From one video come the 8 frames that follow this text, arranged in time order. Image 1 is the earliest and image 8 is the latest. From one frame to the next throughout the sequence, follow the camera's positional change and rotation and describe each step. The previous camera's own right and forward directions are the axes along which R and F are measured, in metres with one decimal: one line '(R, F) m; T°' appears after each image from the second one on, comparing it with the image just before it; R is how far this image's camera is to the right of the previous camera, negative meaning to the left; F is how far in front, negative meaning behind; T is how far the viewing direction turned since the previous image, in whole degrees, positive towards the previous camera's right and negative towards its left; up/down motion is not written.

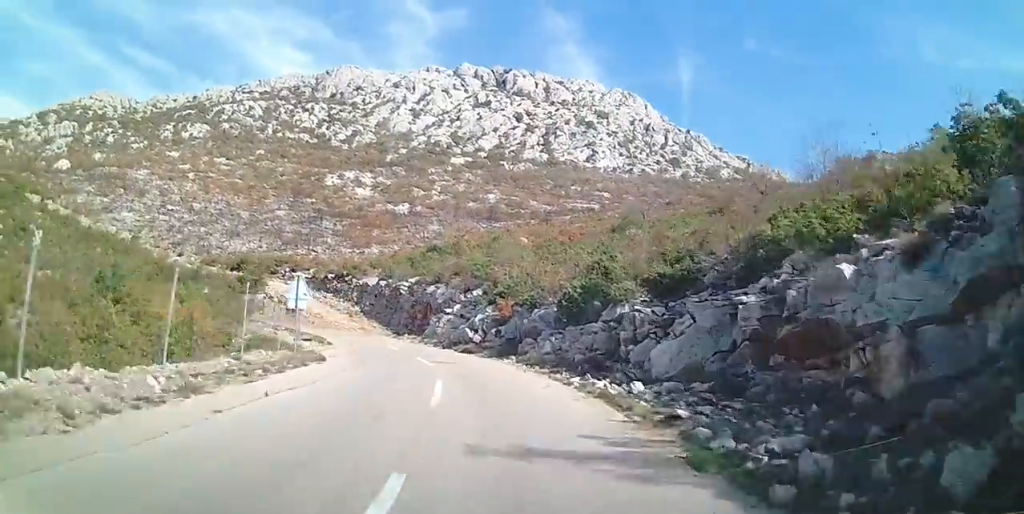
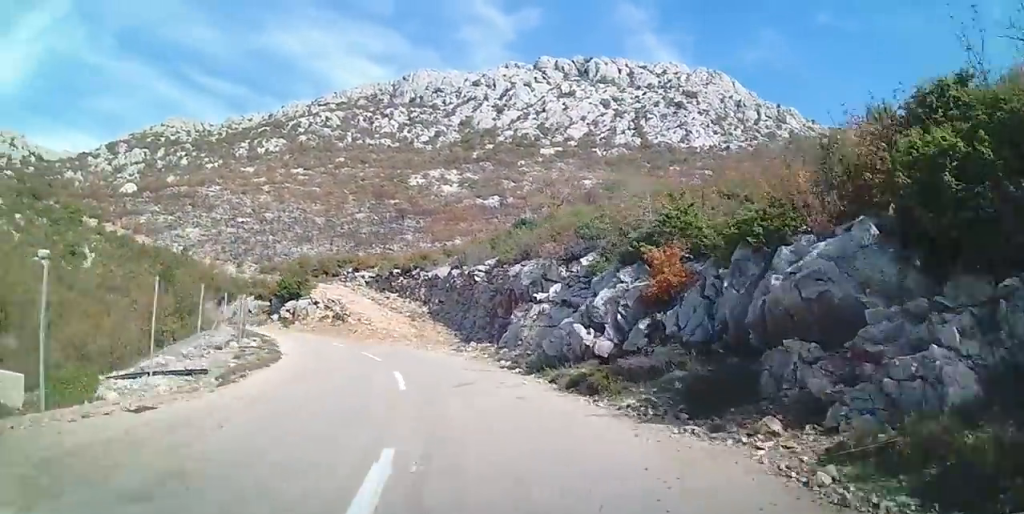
(-1.0, +17.7) m; -11°
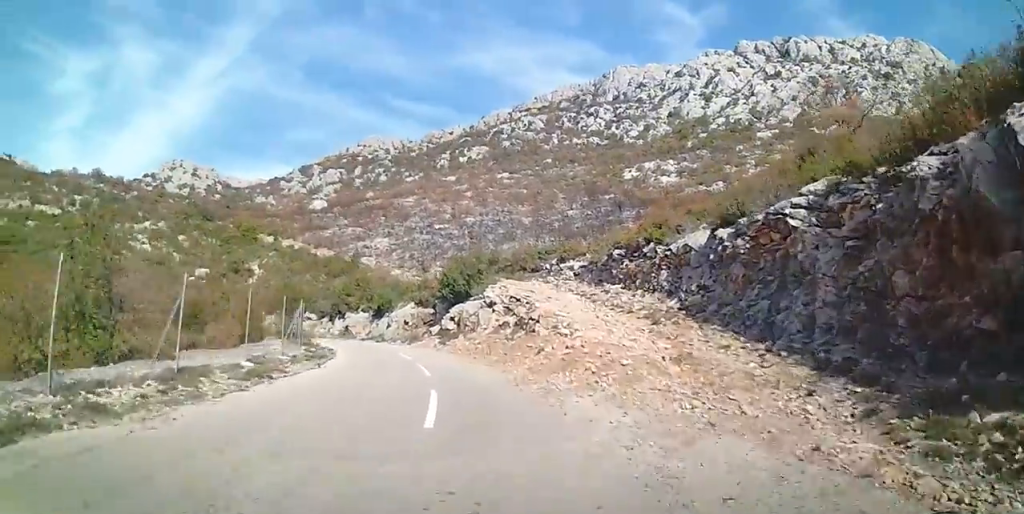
(-4.1, +21.5) m; -20°
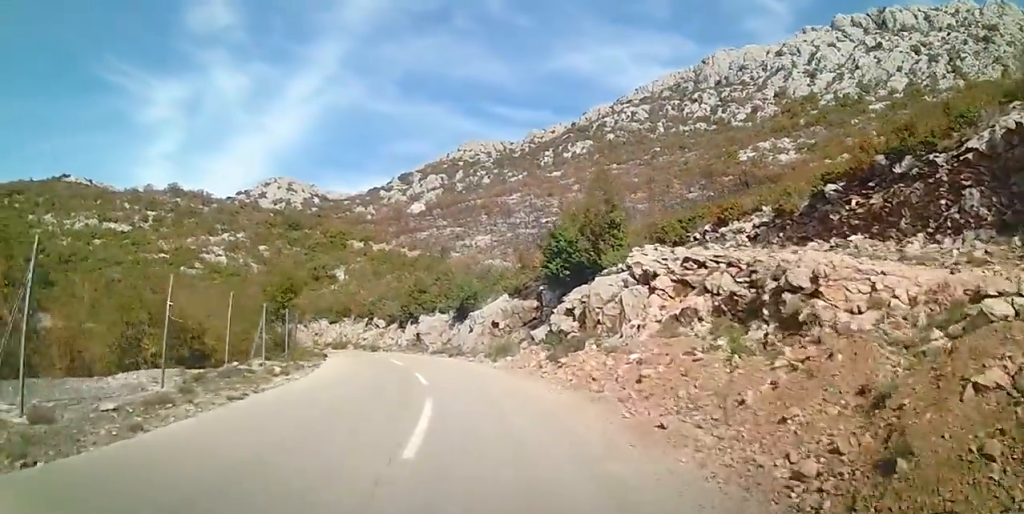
(-2.4, +18.2) m; -13°
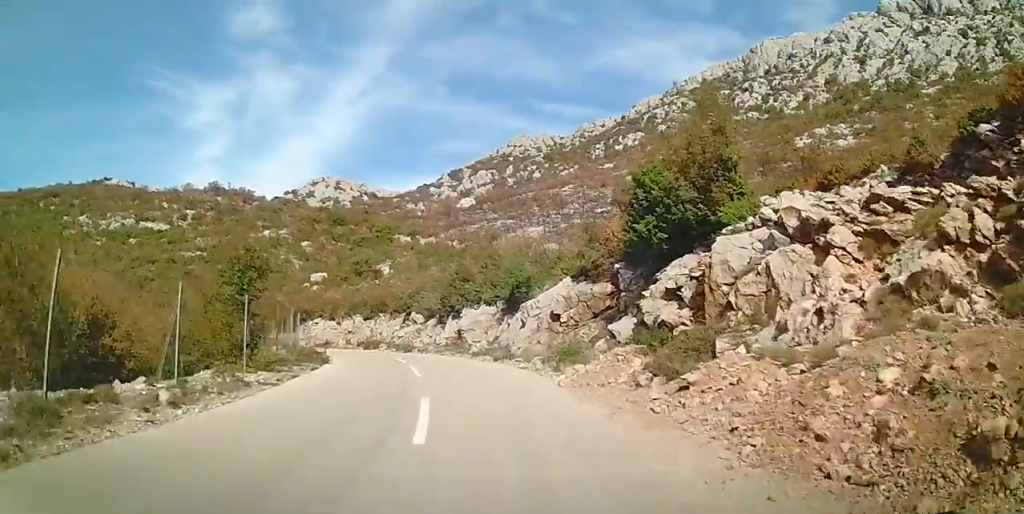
(-0.3, +7.8) m; -4°
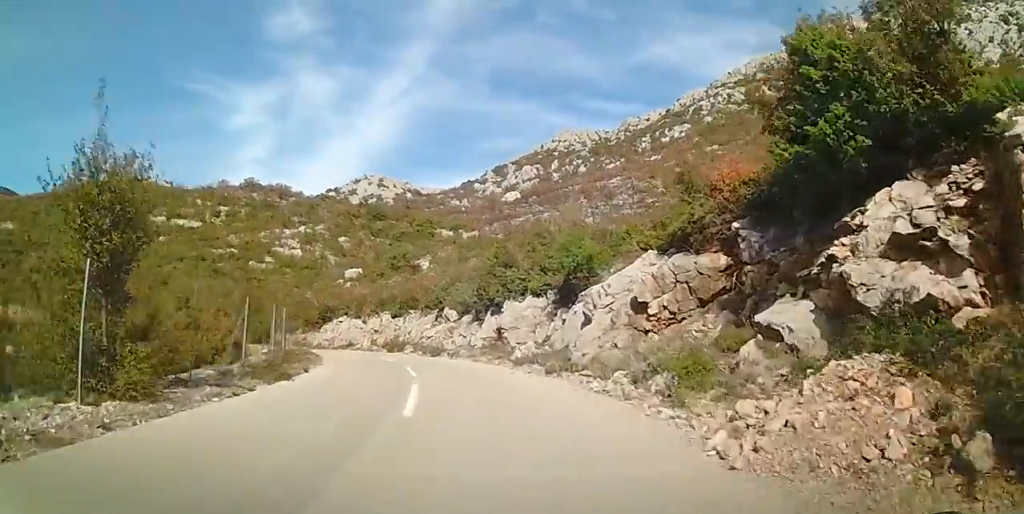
(-0.2, +7.8) m; -7°
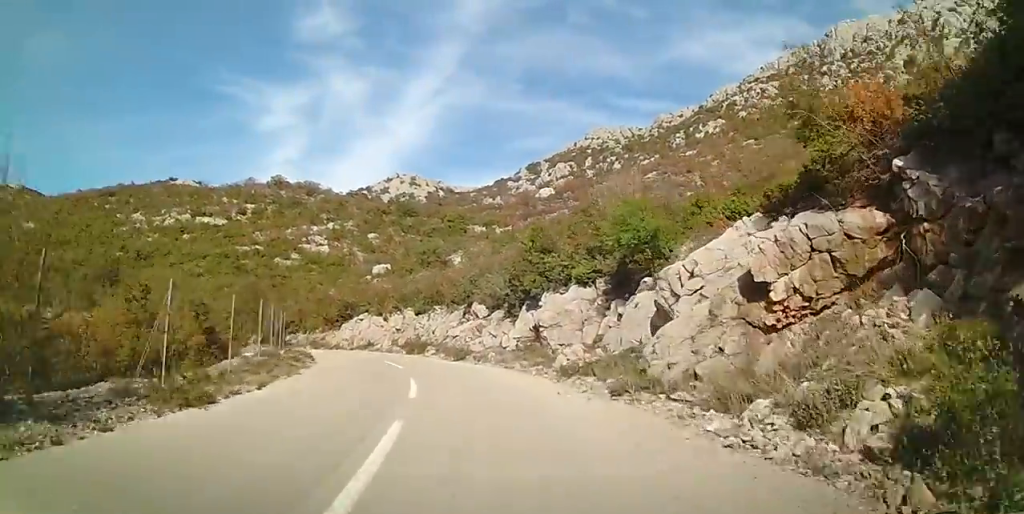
(+0.3, +5.4) m; -5°
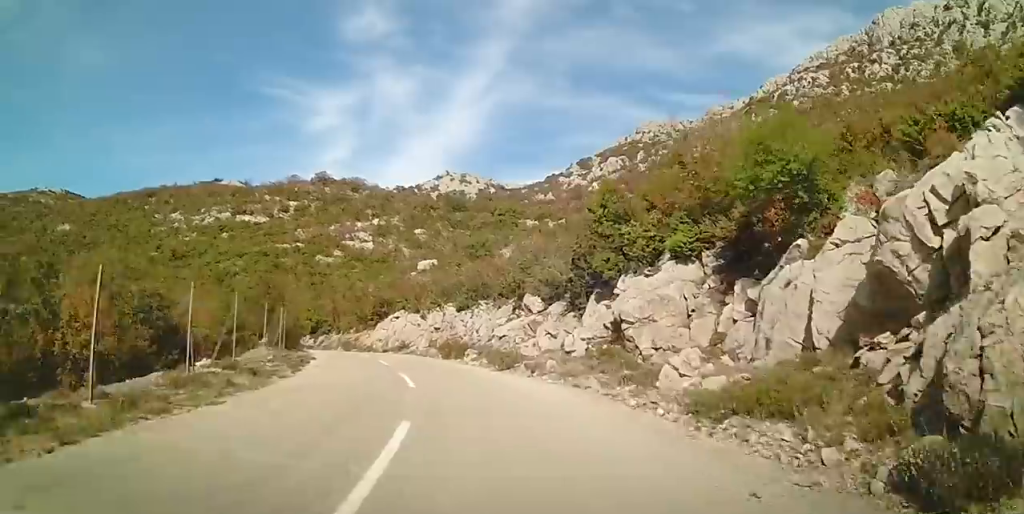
(-1.0, +7.1) m; -5°
